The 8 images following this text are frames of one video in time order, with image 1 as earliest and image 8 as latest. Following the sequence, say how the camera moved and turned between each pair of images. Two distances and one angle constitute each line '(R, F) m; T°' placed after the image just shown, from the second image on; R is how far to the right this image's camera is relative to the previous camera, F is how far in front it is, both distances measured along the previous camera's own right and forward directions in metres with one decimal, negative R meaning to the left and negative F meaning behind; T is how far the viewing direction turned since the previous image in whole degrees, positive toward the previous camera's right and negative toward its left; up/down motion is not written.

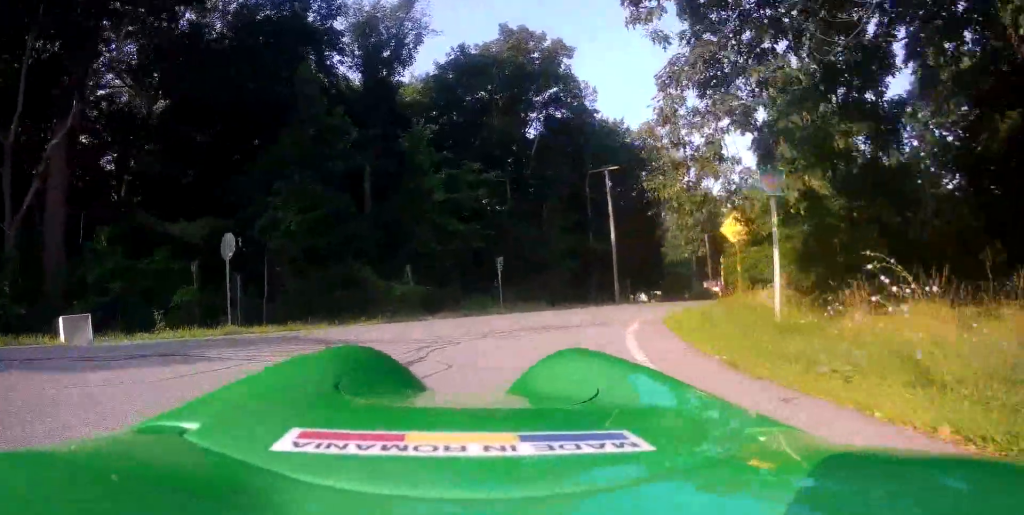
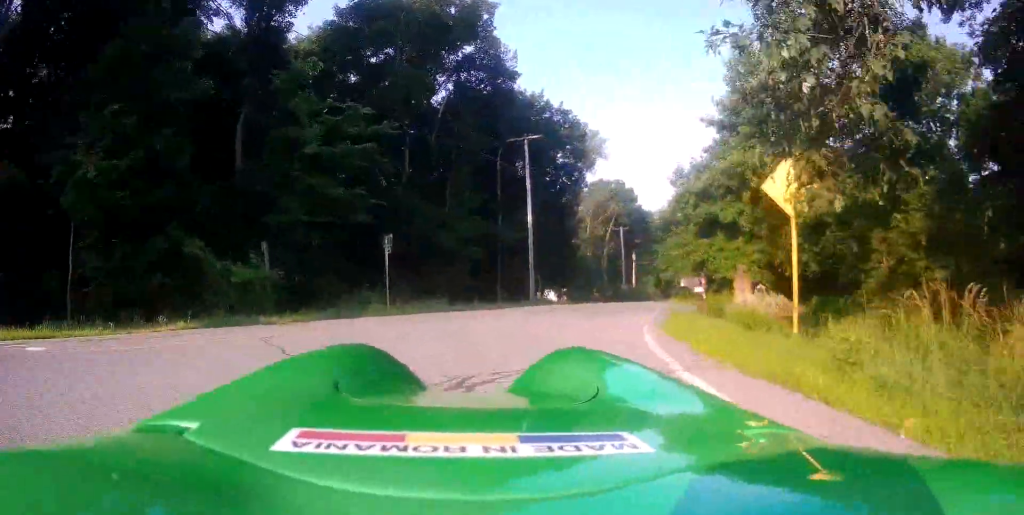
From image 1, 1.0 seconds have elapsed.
(+0.6, +7.5) m; +7°
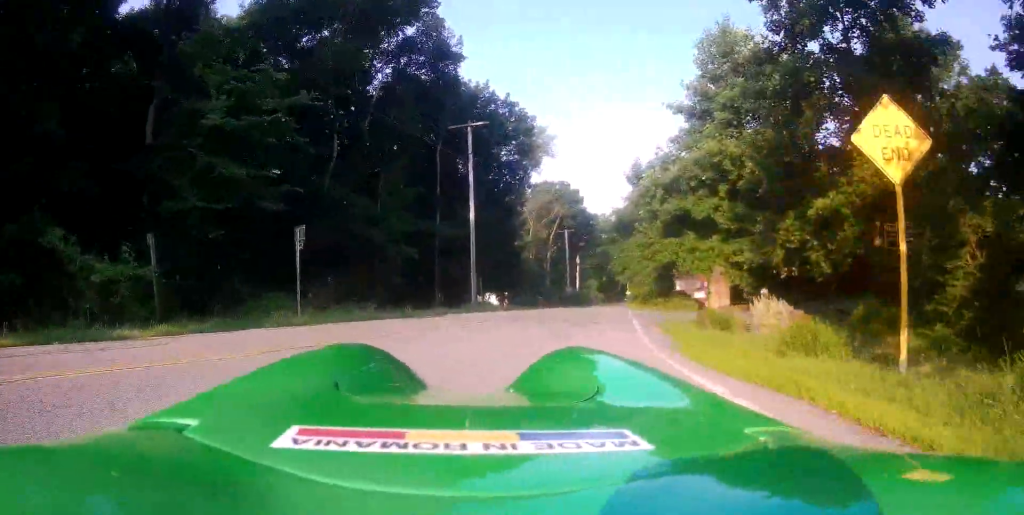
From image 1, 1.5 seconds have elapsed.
(+0.1, +4.3) m; +5°
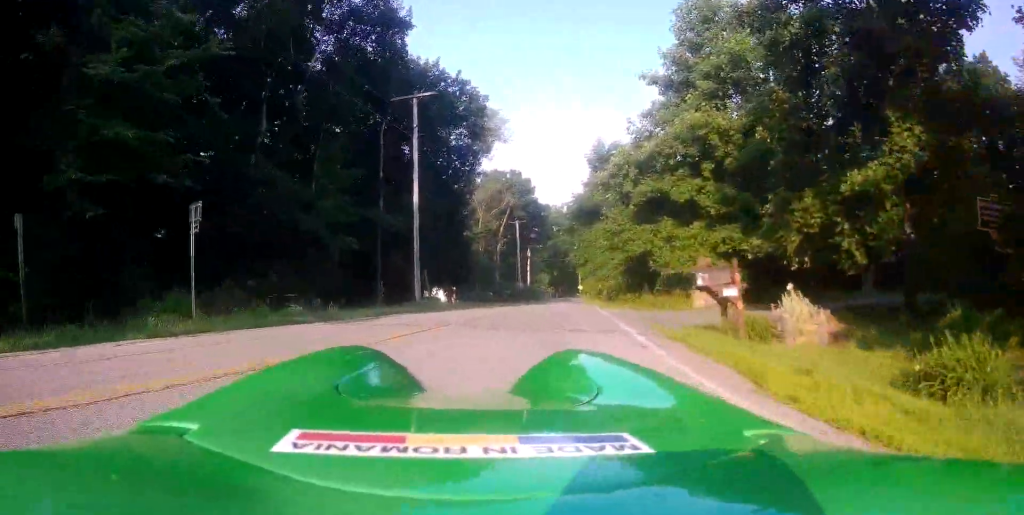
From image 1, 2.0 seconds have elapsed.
(+0.1, +4.0) m; +5°
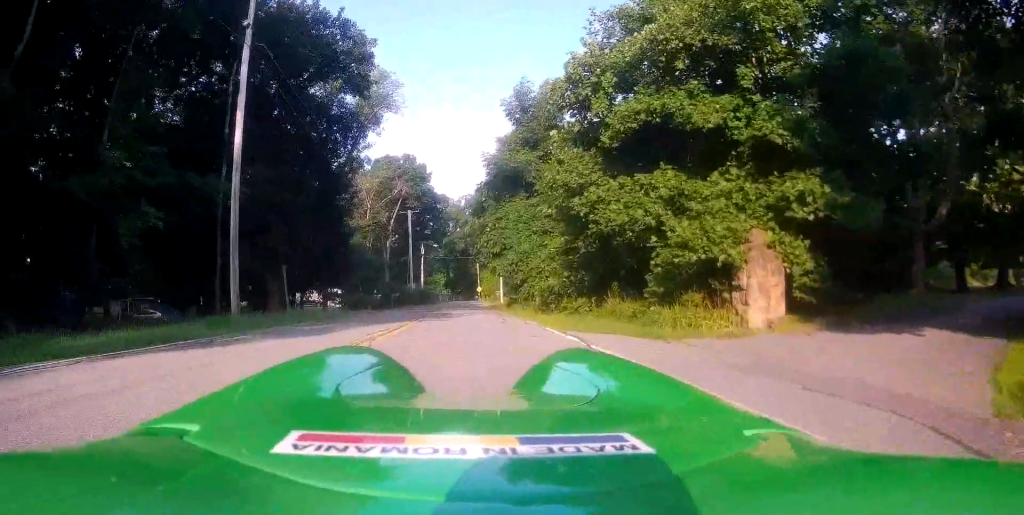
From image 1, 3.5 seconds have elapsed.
(+1.6, +11.4) m; +12°
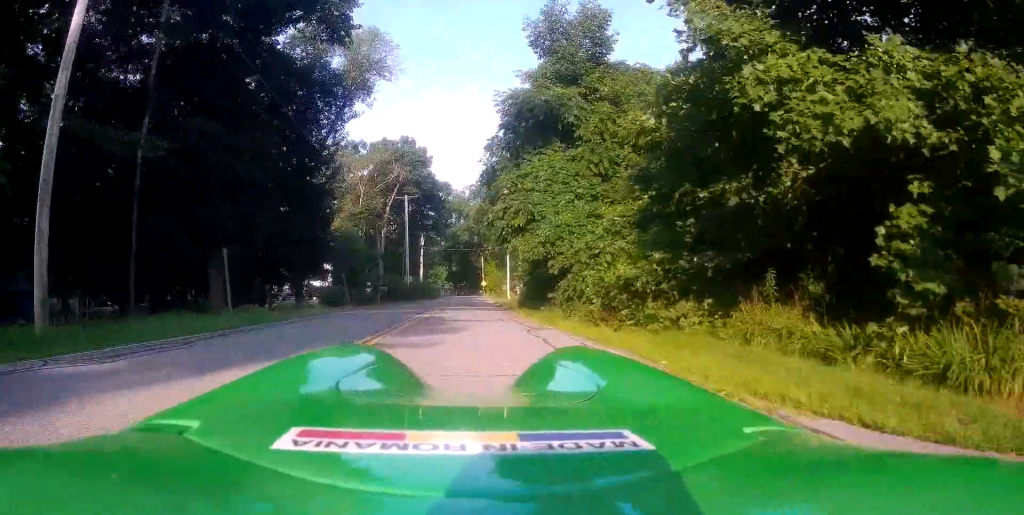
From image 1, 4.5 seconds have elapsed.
(+0.2, +8.5) m; +2°
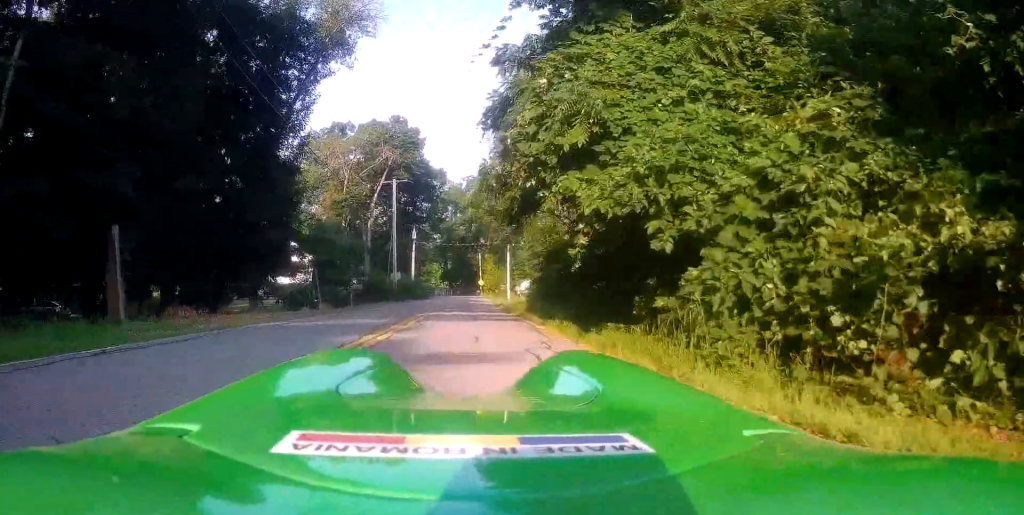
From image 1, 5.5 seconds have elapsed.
(0.0, +8.0) m; +4°
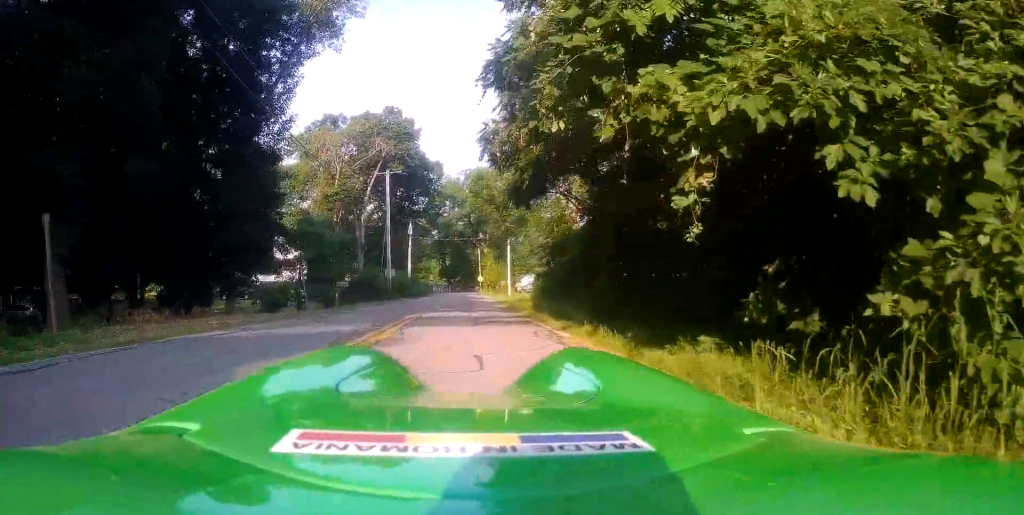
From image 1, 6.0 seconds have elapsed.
(0.0, +3.3) m; +1°
